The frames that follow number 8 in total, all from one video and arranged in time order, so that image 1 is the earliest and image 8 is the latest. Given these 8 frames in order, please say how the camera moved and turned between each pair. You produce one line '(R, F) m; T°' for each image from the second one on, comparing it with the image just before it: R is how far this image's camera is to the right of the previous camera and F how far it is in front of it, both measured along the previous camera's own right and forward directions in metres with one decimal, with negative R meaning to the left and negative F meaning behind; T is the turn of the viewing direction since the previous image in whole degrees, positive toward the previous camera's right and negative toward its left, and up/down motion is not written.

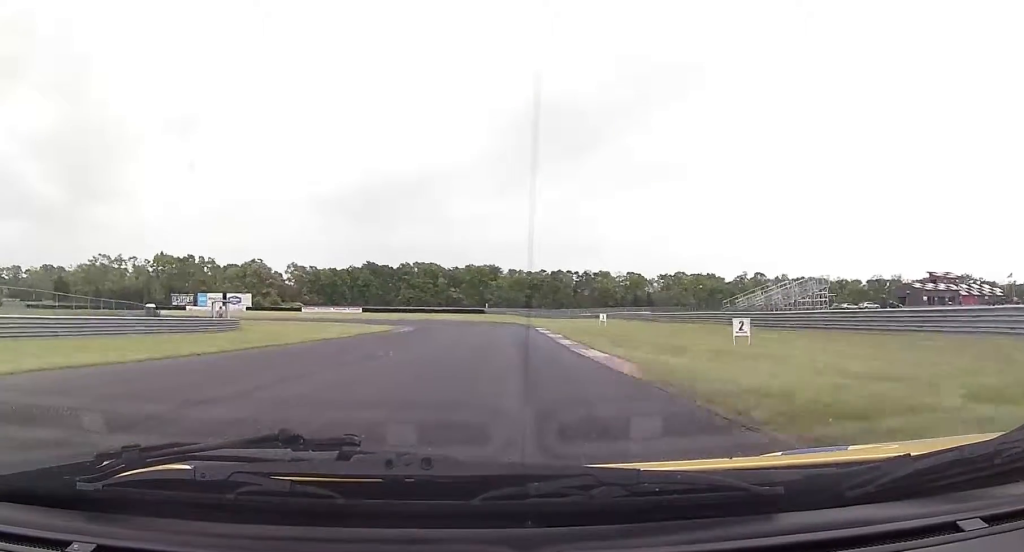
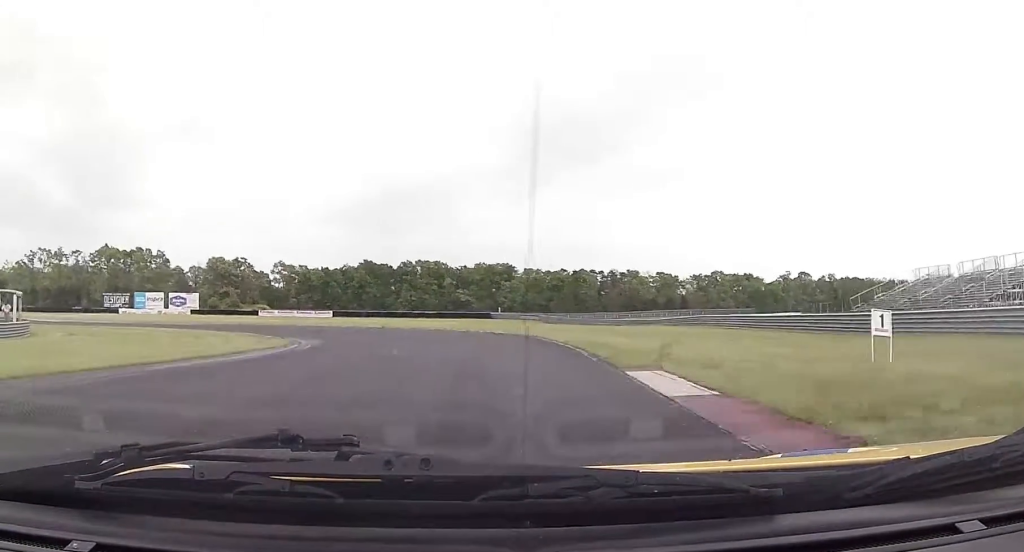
(+0.2, +41.2) m; -2°
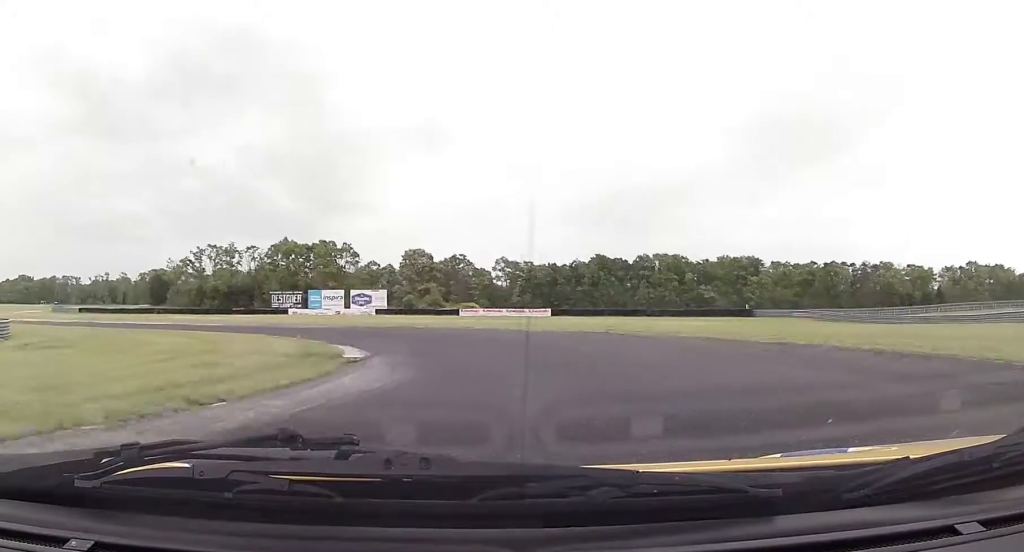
(-1.6, +25.9) m; -13°
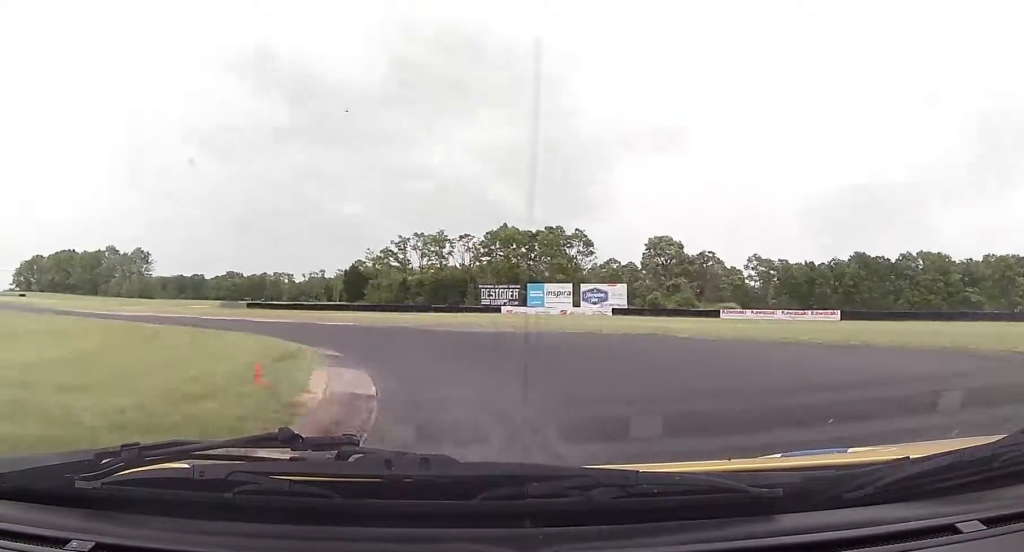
(-3.6, +22.8) m; -19°
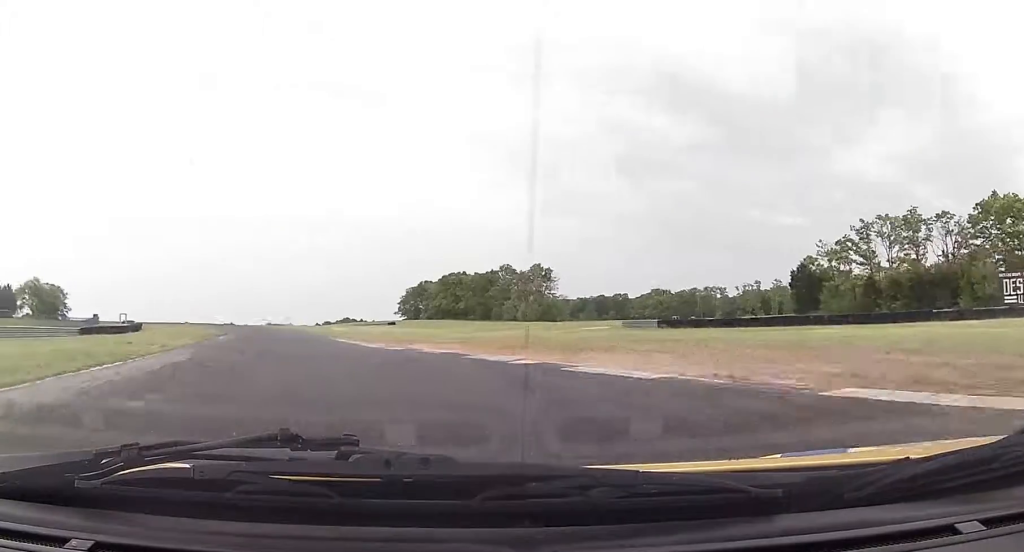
(-10.4, +32.1) m; -33°
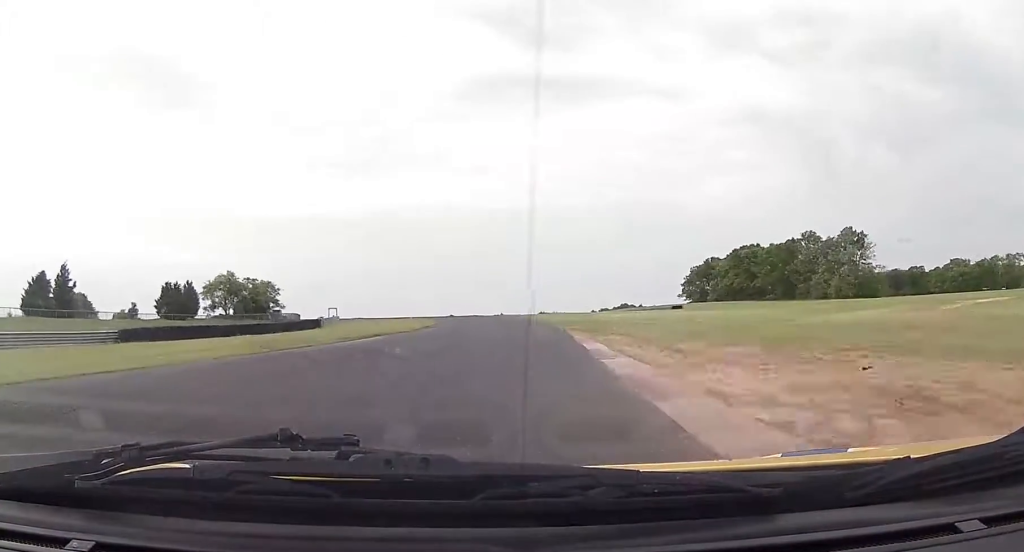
(-8.9, +33.8) m; -24°
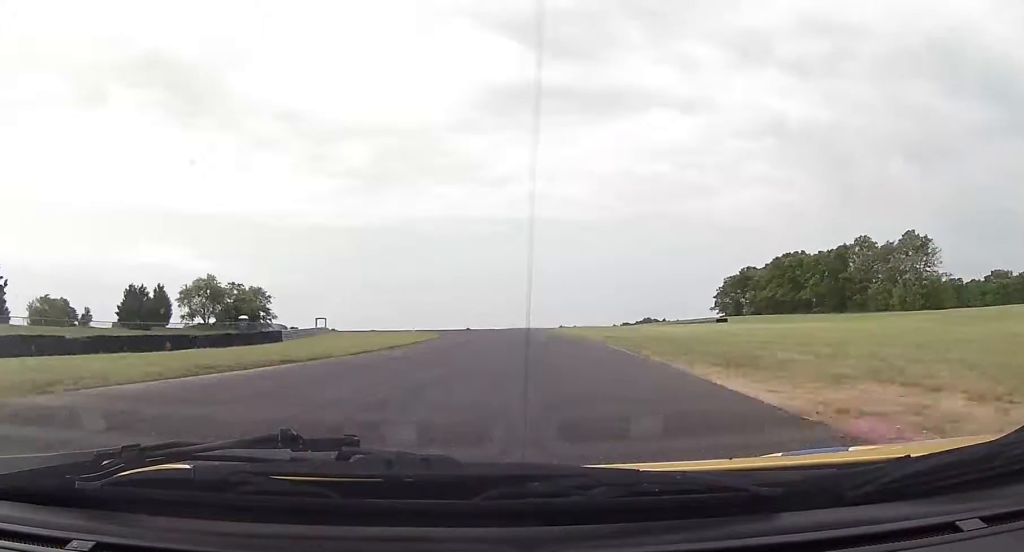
(-1.5, +20.2) m; -5°
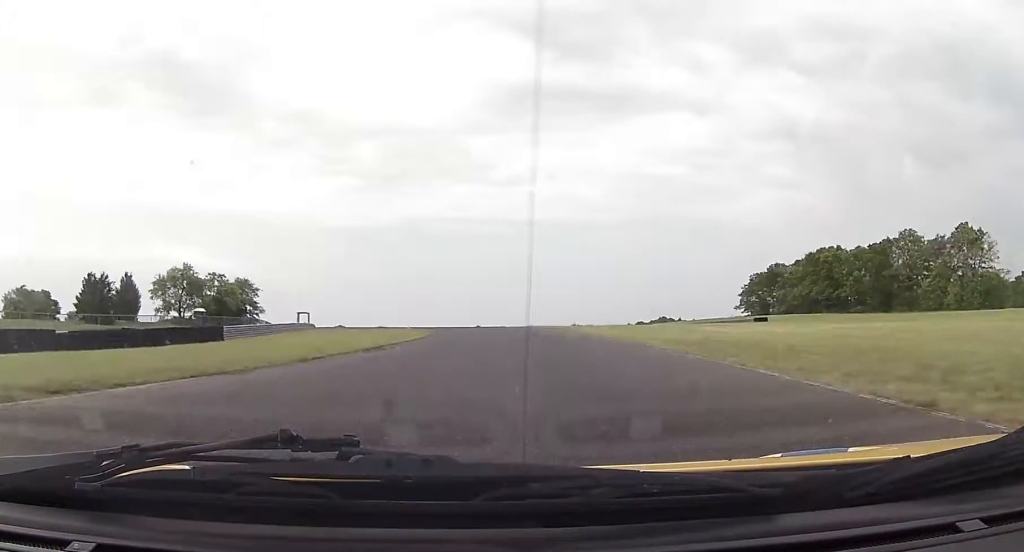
(-0.3, +15.3) m; -3°
